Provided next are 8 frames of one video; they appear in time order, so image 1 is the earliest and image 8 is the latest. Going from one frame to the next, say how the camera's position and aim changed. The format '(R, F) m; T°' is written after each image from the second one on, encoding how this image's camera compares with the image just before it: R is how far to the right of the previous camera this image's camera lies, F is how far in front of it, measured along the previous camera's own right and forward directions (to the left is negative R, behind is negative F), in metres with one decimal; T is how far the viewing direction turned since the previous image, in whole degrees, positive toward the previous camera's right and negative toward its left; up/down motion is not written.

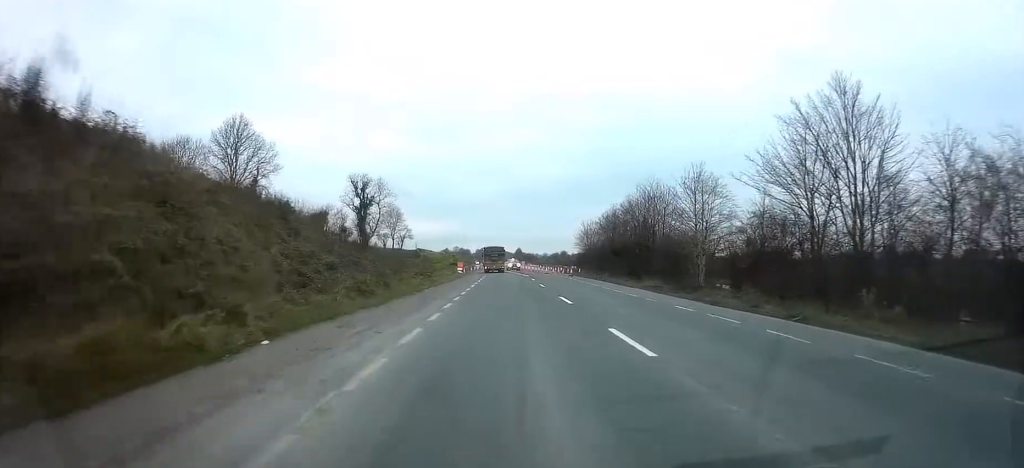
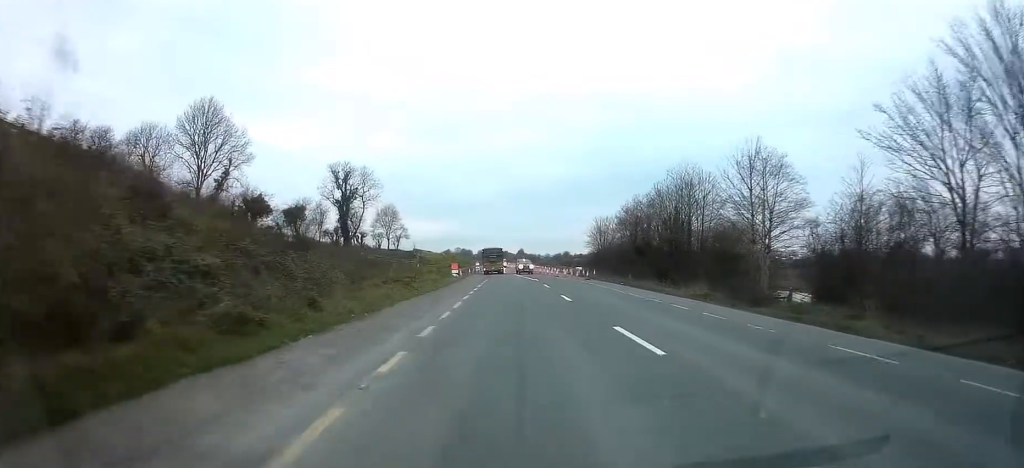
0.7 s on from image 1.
(0.0, +13.1) m; 0°
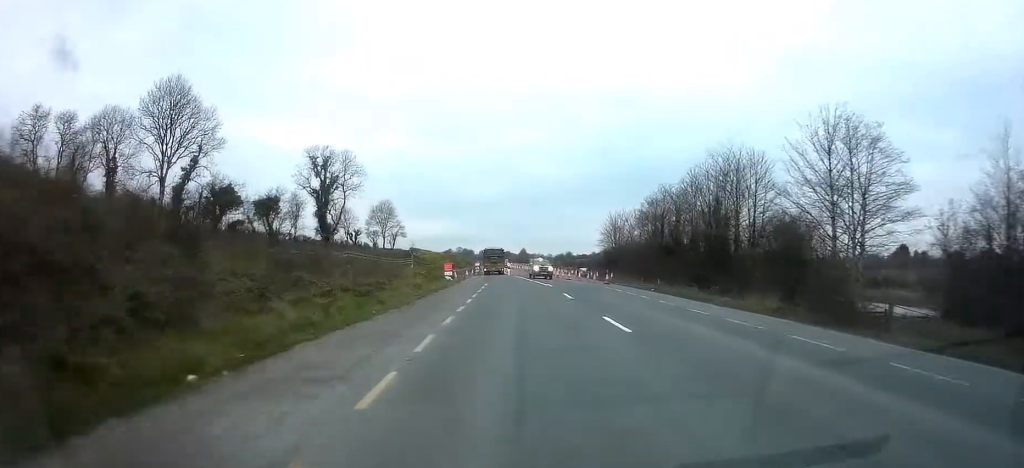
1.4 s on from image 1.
(0.0, +10.4) m; 0°
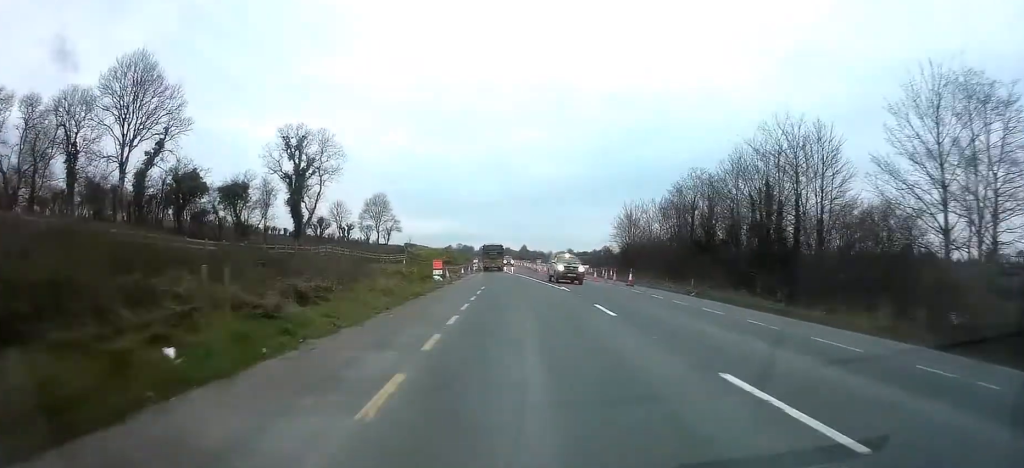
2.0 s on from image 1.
(0.0, +8.8) m; 0°
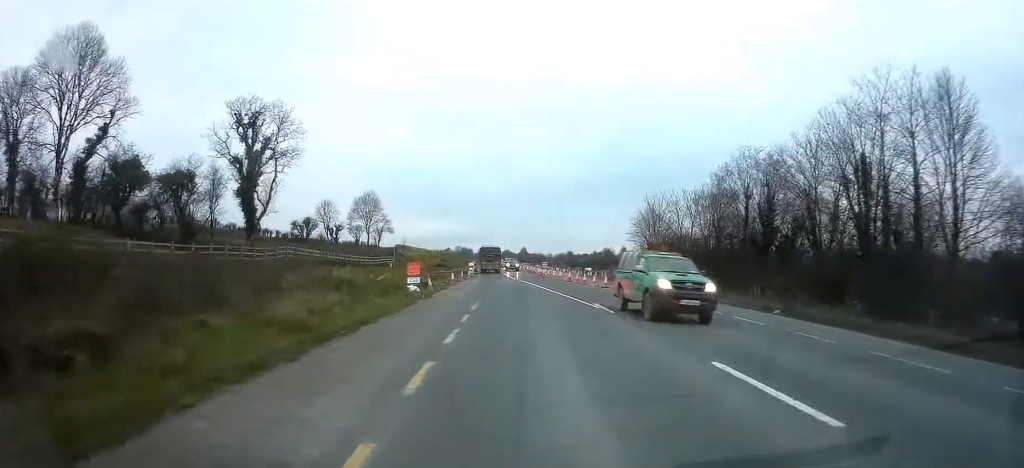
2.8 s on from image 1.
(-0.1, +10.3) m; 0°
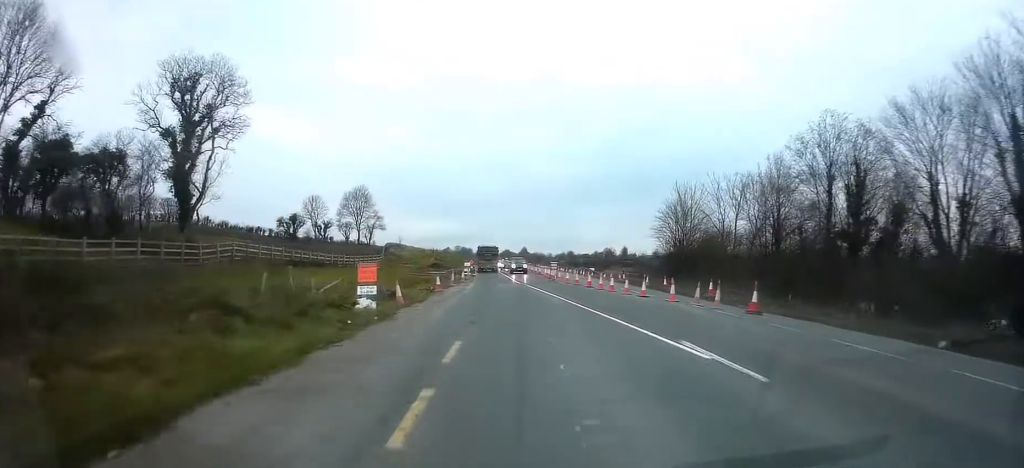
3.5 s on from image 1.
(+0.1, +8.5) m; 0°
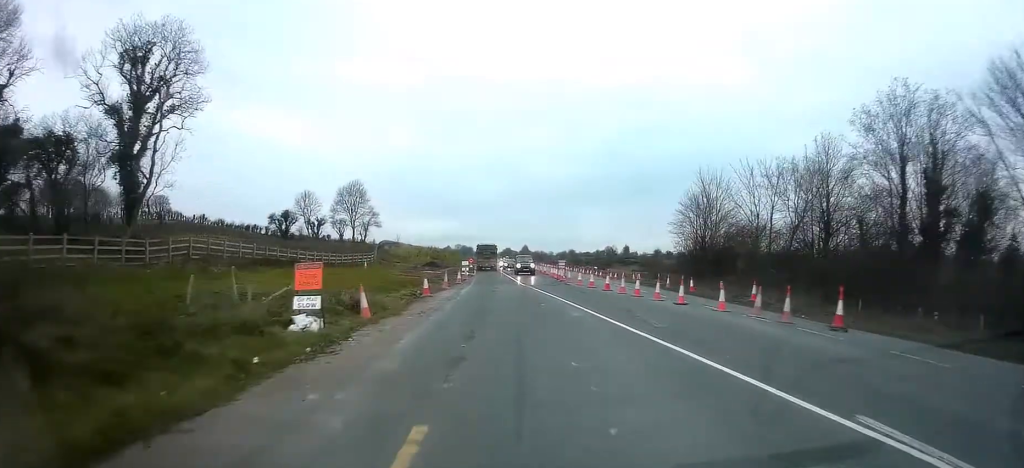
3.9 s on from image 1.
(0.0, +4.9) m; 0°
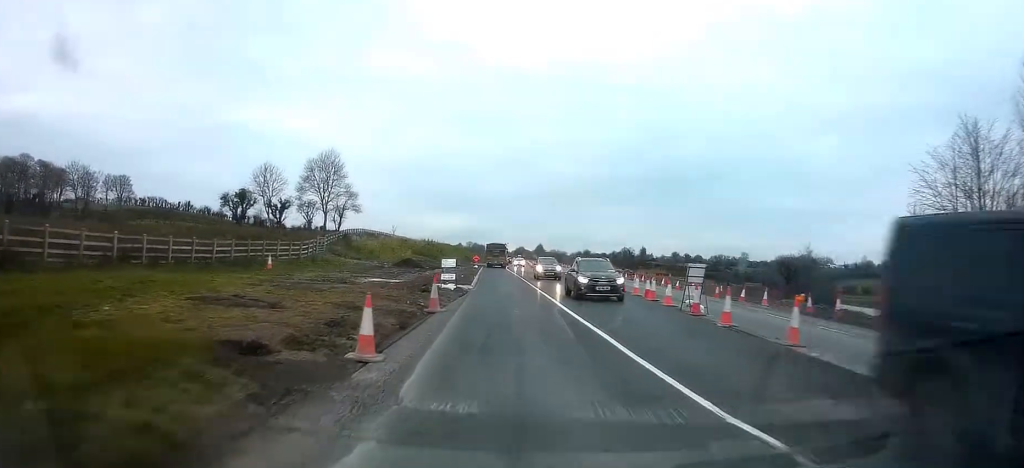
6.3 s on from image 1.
(-1.4, +27.2) m; -3°
